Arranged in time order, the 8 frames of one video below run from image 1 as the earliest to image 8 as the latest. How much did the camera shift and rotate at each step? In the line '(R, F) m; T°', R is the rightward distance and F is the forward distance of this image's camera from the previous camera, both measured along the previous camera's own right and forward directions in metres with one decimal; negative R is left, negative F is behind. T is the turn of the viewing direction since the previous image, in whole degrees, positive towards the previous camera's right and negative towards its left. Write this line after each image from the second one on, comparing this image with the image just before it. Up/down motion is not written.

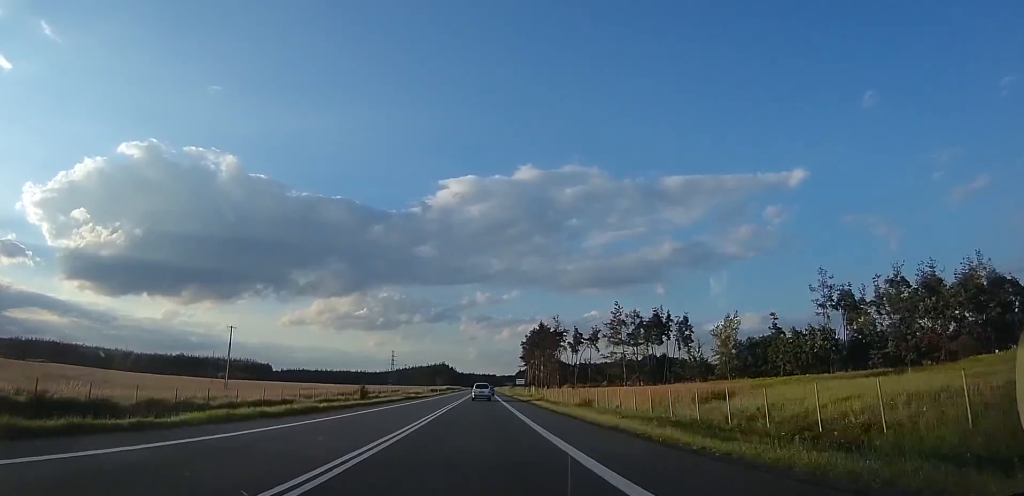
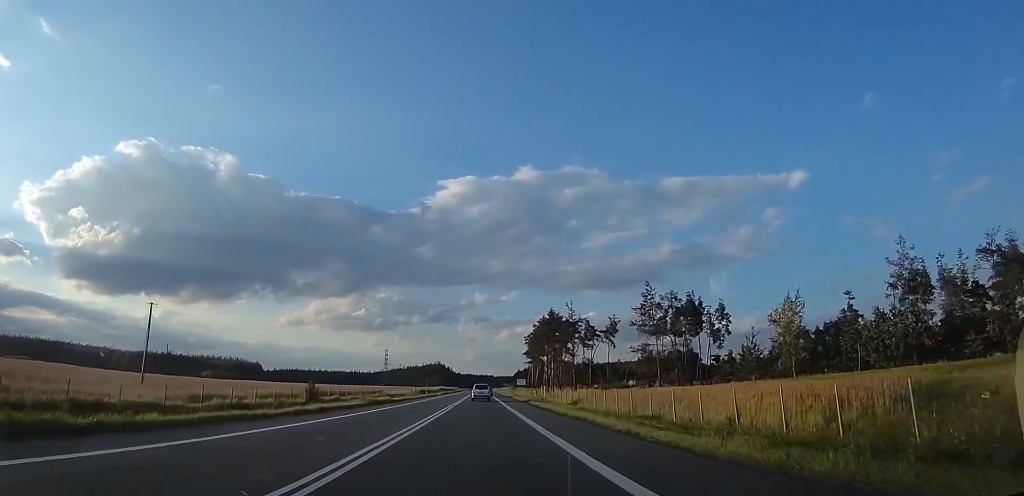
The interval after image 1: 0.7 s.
(+0.7, +17.3) m; 0°
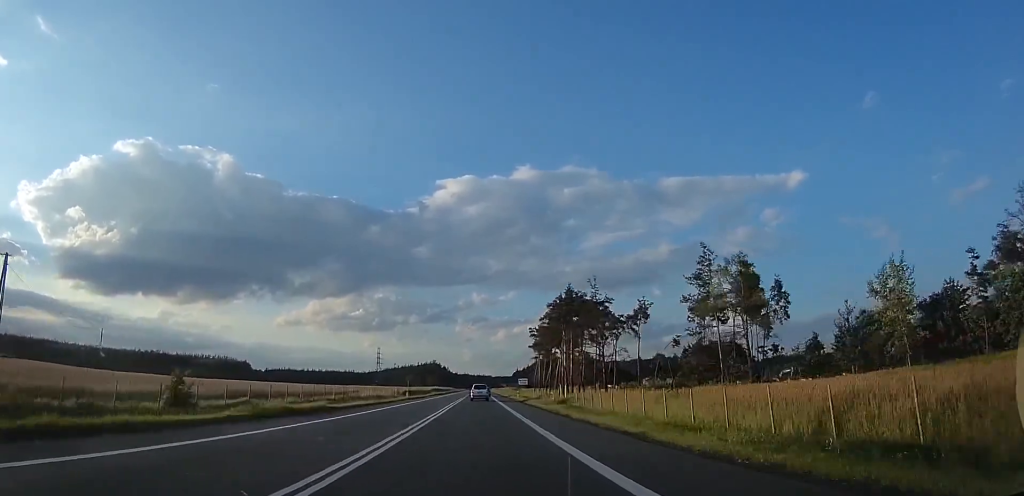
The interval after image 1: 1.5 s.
(-0.7, +18.9) m; 0°
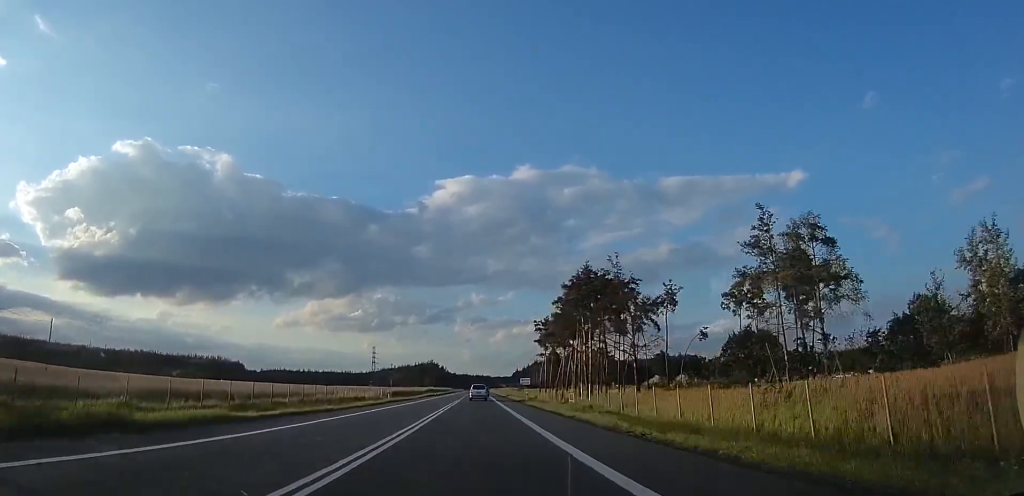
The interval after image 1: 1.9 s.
(0.0, +11.5) m; 0°
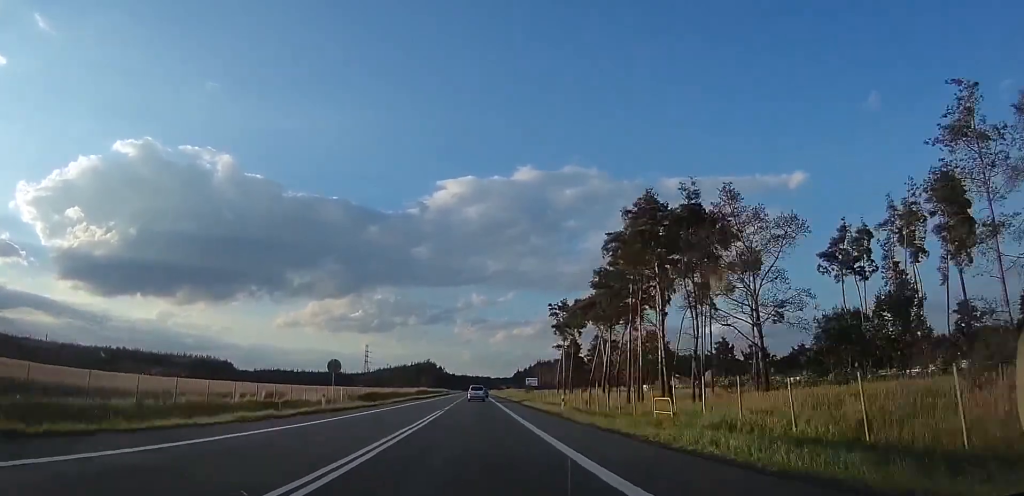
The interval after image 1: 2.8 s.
(+0.6, +20.6) m; +2°
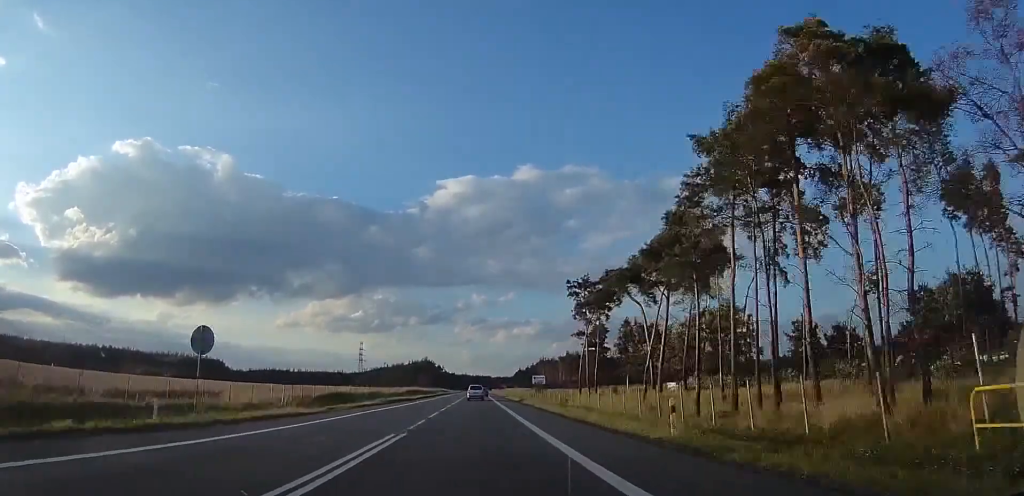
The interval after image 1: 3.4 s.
(0.0, +15.6) m; 0°
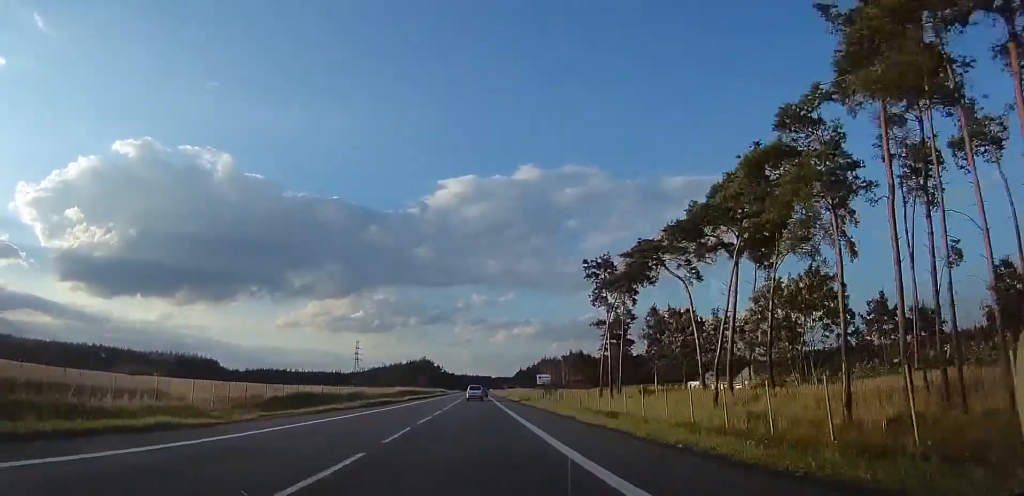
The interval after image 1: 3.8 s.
(0.0, +9.9) m; 0°
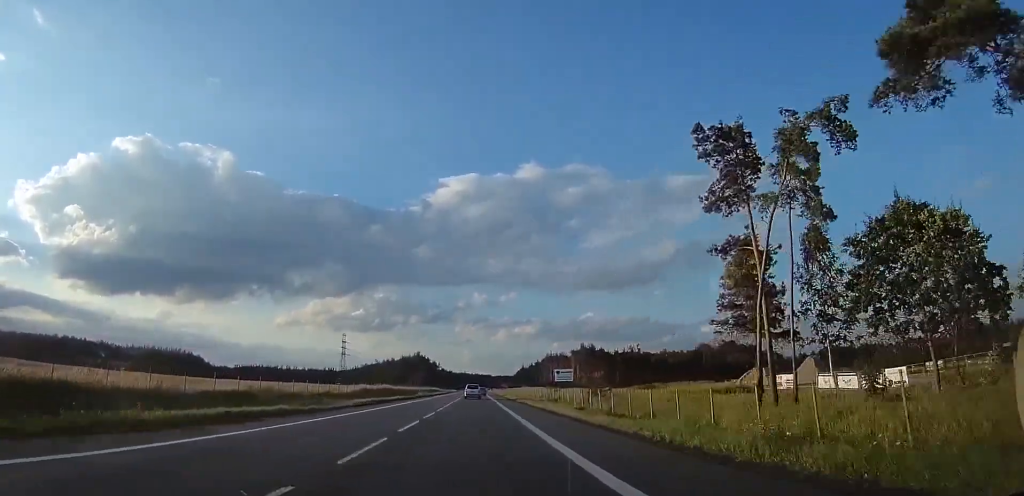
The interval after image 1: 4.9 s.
(-0.3, +27.2) m; -2°
